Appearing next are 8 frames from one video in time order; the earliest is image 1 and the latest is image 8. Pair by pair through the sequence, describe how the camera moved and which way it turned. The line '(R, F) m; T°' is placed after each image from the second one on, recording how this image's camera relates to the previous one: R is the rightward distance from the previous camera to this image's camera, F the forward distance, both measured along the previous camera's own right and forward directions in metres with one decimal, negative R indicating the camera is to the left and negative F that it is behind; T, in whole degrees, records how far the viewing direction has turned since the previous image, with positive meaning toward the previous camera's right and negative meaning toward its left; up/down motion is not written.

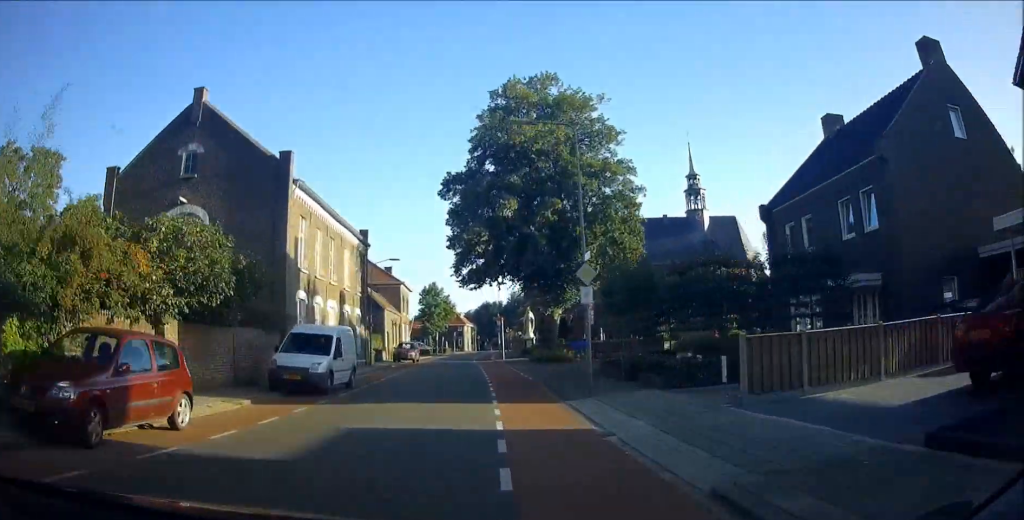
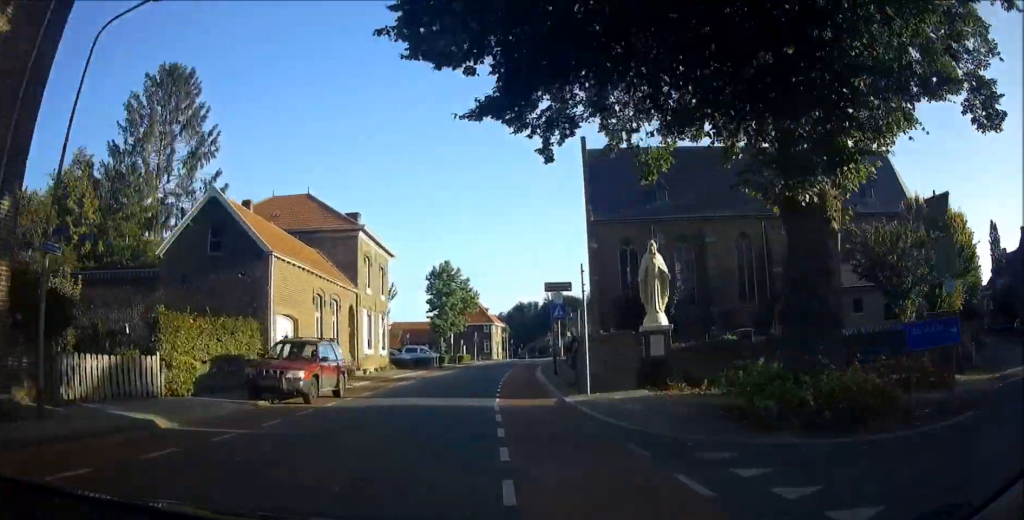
(-0.5, +31.9) m; 0°
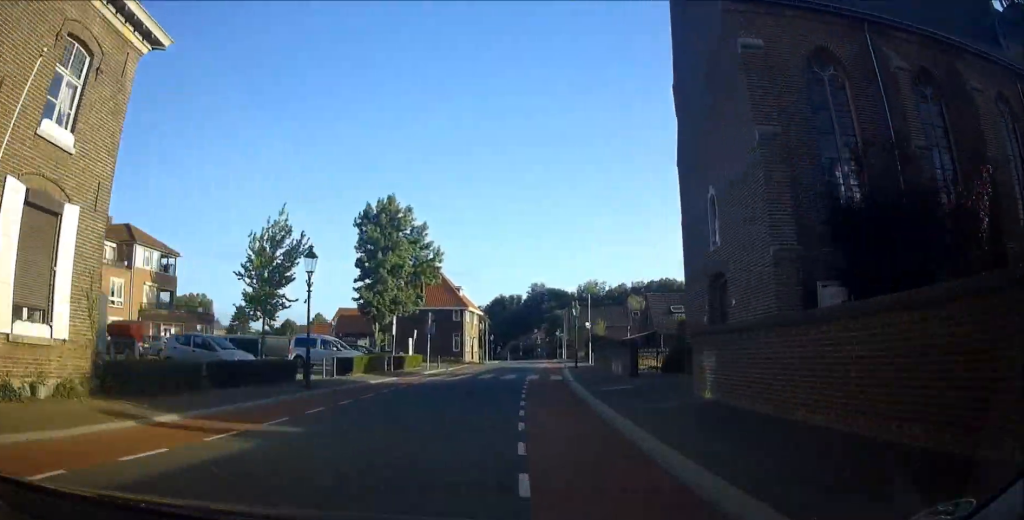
(+0.4, +30.7) m; +3°
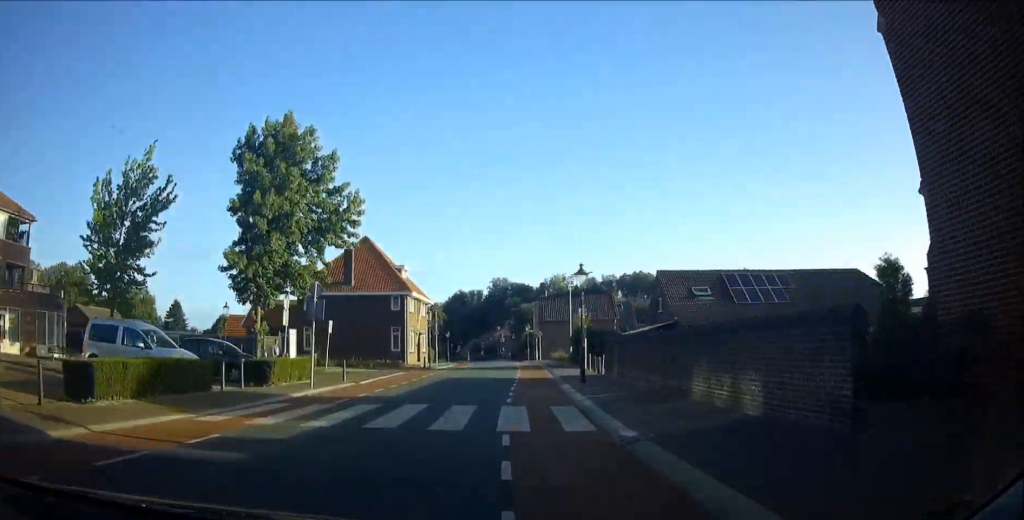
(+0.2, +16.3) m; +1°
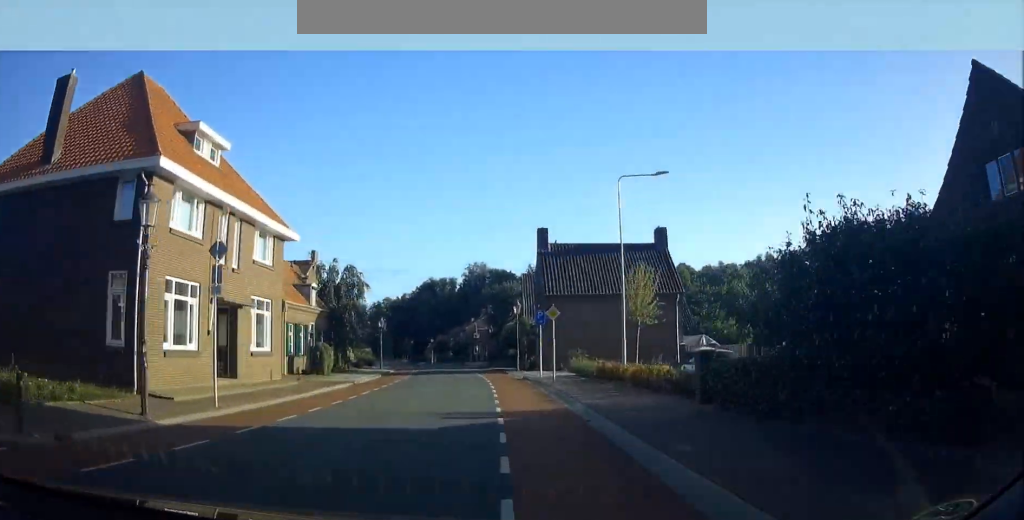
(+0.4, +32.6) m; -1°
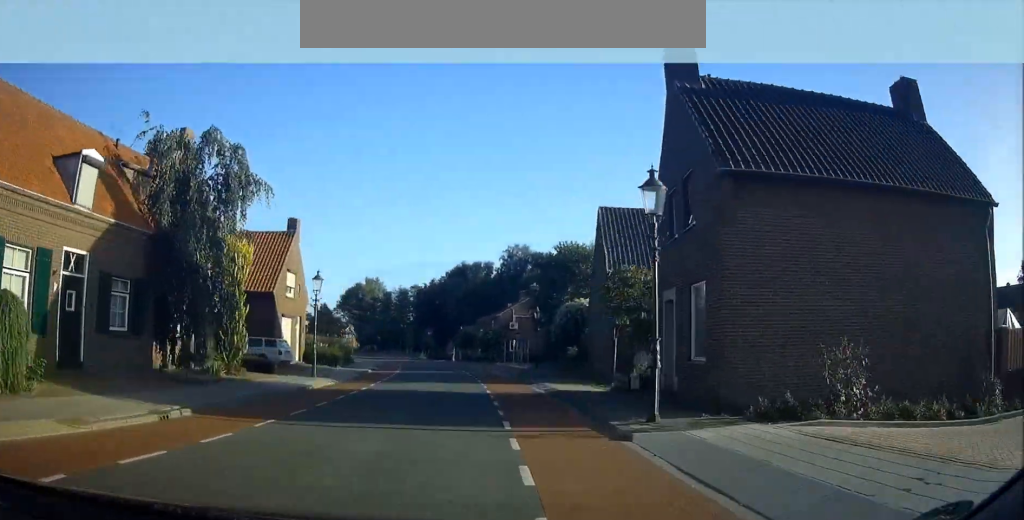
(-0.6, +26.1) m; -4°
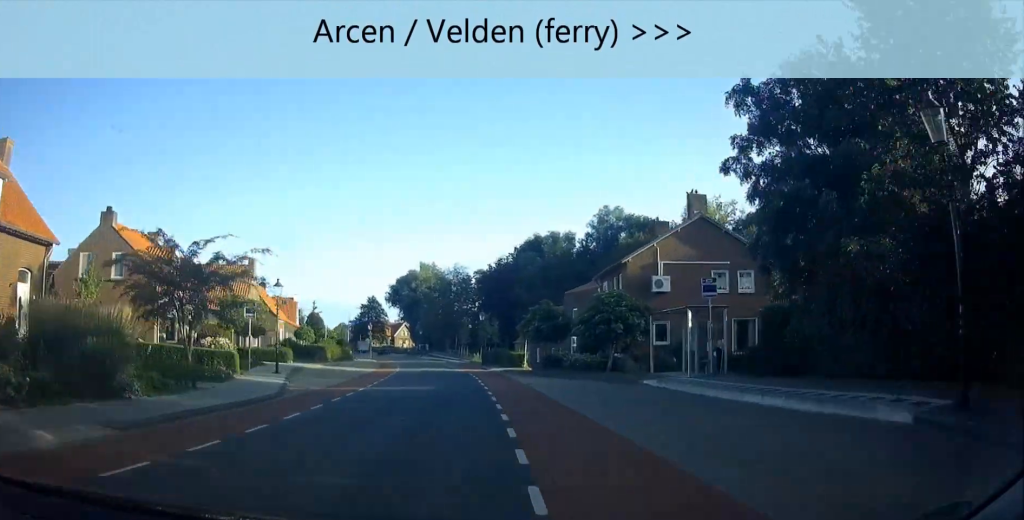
(-2.0, +36.4) m; -6°
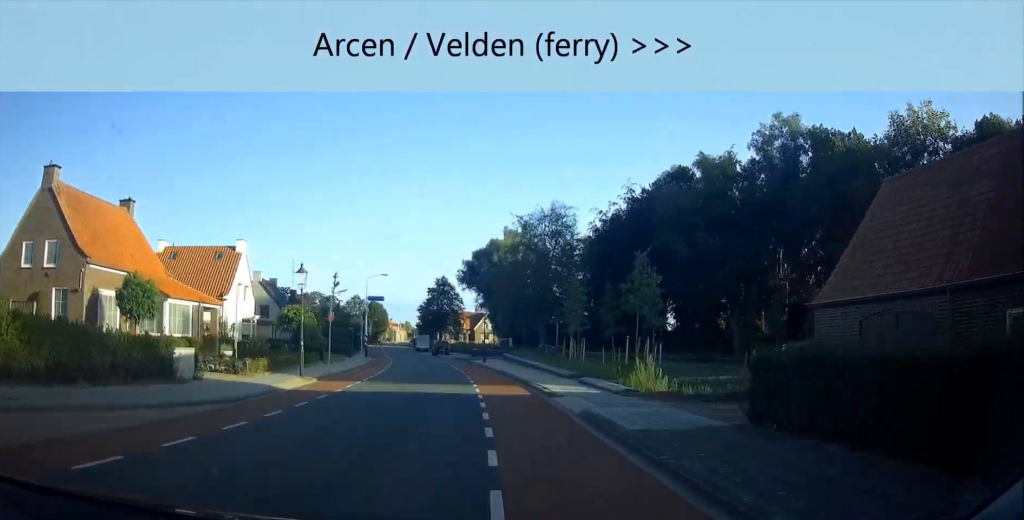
(-3.1, +46.1) m; -9°
